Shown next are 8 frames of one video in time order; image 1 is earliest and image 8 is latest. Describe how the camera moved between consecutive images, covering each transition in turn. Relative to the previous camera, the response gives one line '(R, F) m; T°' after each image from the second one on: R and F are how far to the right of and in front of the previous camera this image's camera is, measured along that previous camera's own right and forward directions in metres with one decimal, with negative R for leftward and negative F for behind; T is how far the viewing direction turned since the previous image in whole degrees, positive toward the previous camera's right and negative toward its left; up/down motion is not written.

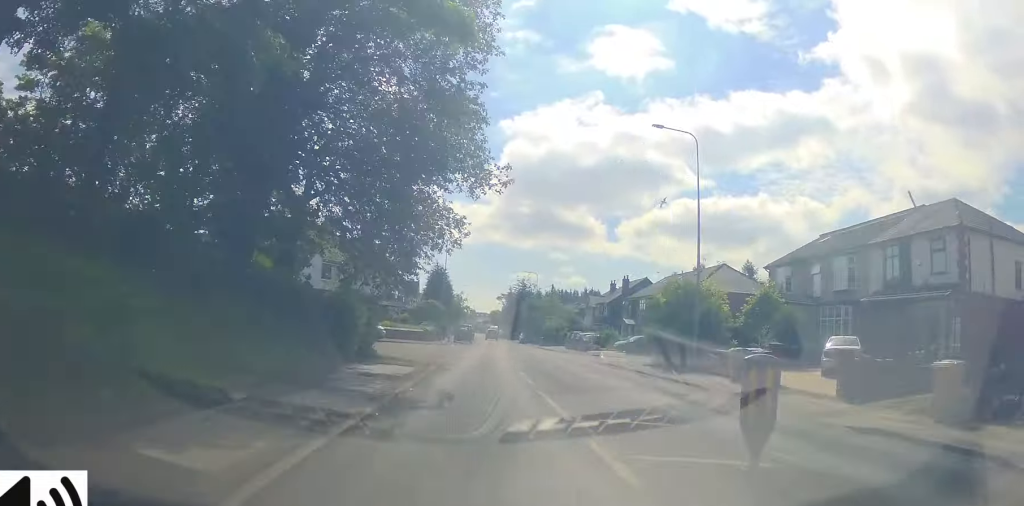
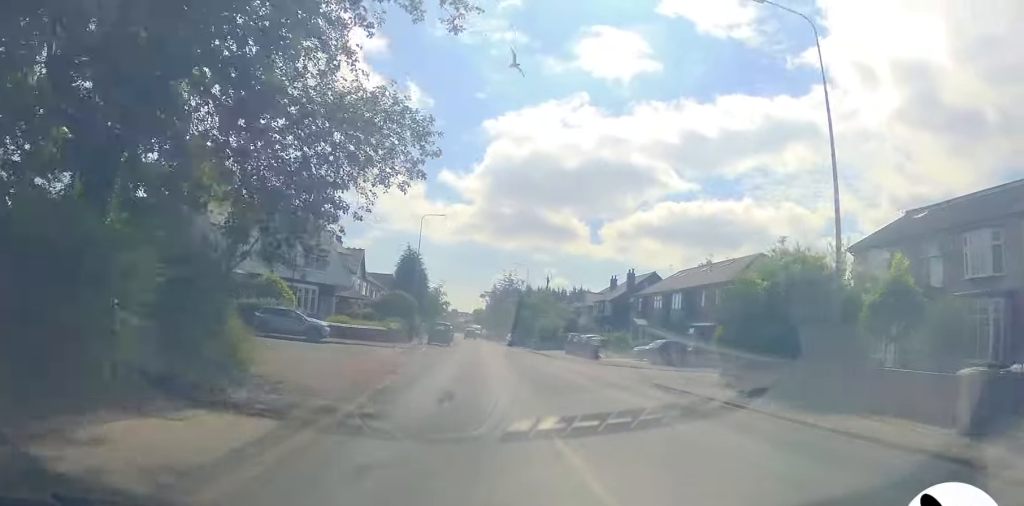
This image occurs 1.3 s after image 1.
(+0.1, +11.7) m; 0°
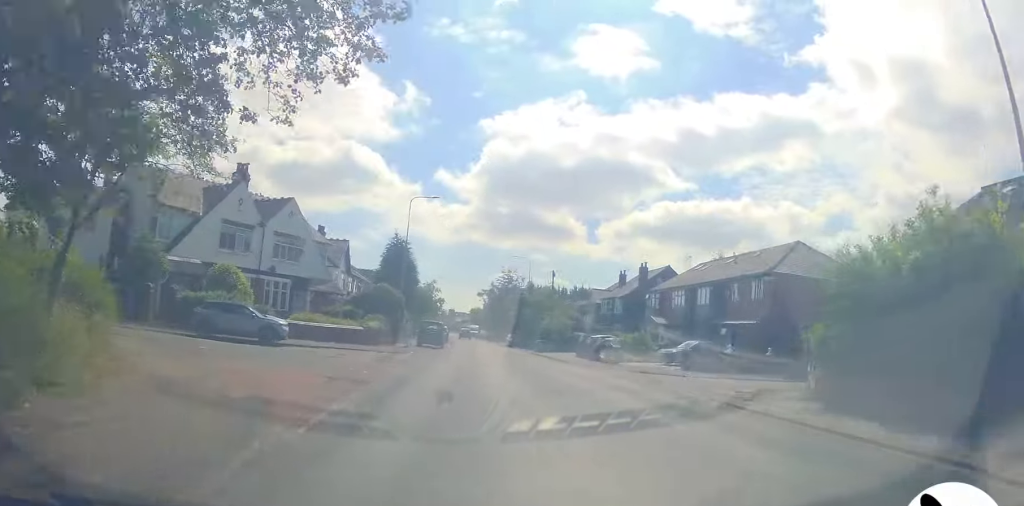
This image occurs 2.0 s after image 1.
(0.0, +6.4) m; +2°
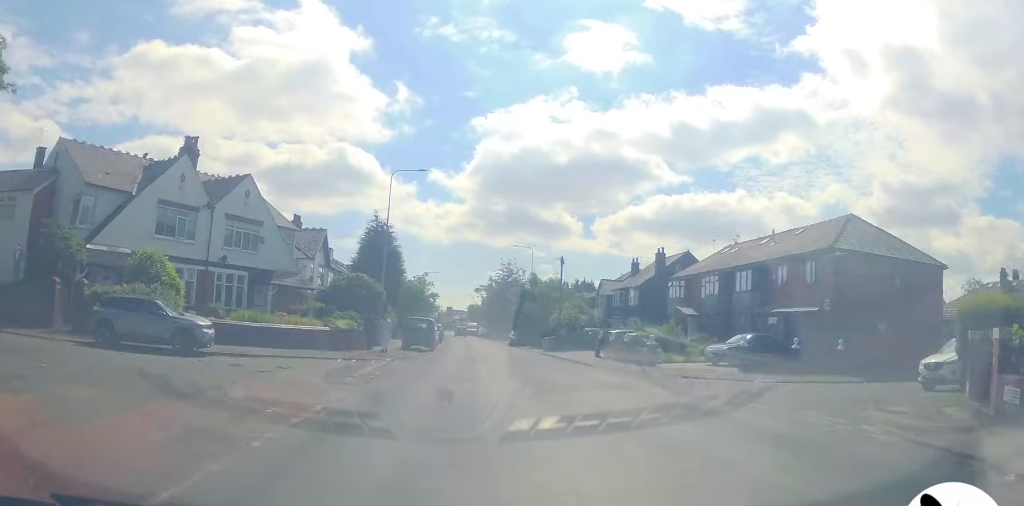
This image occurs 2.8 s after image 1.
(+0.1, +7.0) m; +2°
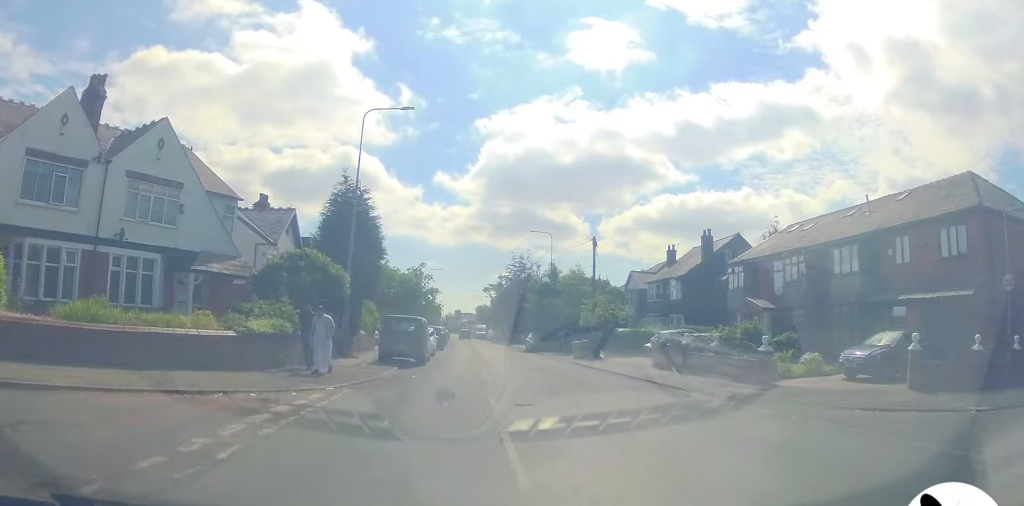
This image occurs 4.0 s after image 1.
(+0.2, +10.2) m; -2°
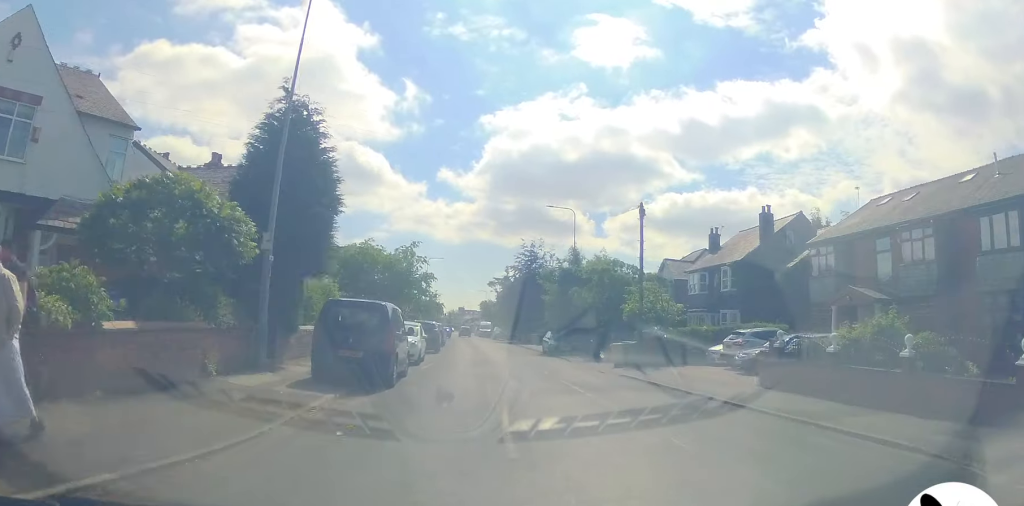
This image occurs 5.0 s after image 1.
(-0.4, +9.5) m; -1°
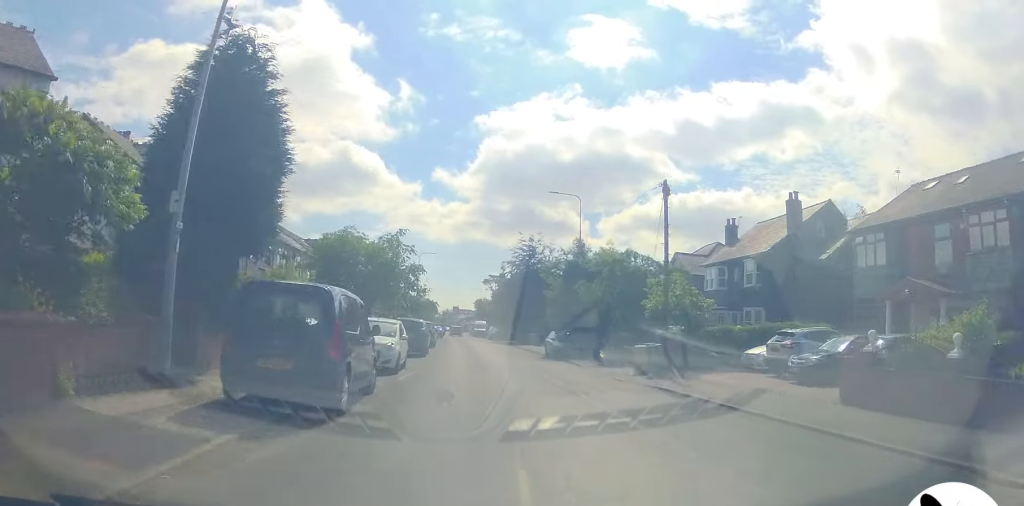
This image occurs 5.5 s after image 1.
(-0.1, +4.3) m; +2°
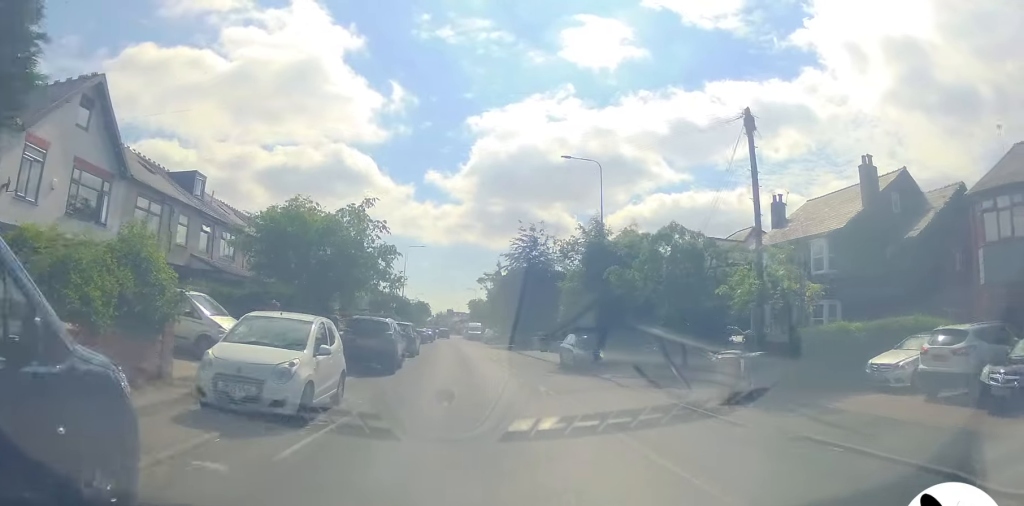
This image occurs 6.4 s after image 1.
(+0.5, +8.3) m; +3°
